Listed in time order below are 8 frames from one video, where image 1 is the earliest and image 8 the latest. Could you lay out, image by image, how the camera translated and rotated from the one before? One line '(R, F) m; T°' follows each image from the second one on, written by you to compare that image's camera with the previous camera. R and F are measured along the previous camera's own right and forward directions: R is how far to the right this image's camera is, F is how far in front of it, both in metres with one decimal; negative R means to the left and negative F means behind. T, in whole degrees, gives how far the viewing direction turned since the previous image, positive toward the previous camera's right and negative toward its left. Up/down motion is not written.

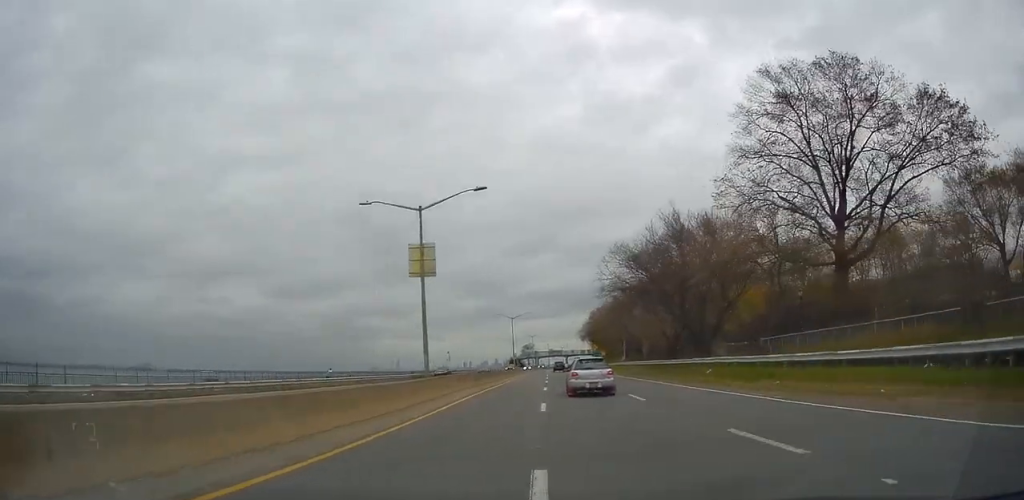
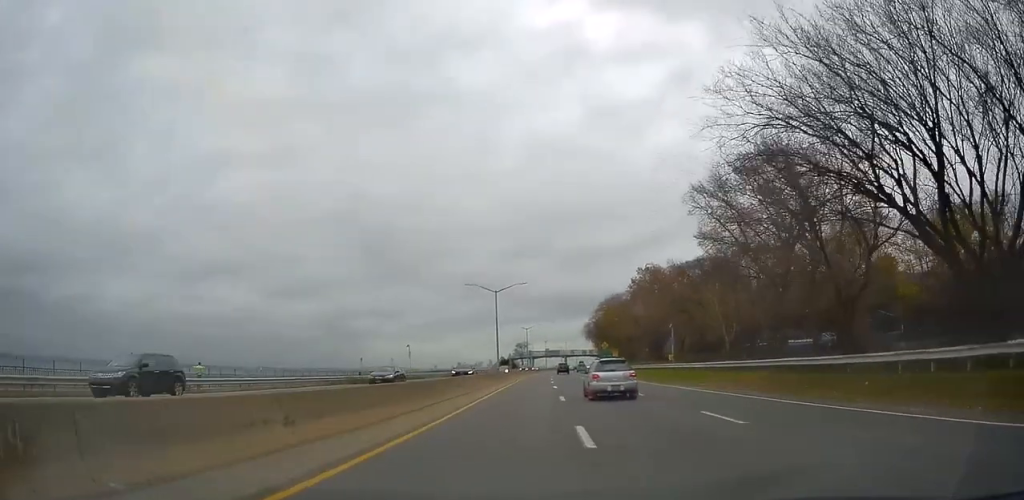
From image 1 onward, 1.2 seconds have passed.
(0.0, +32.1) m; +1°
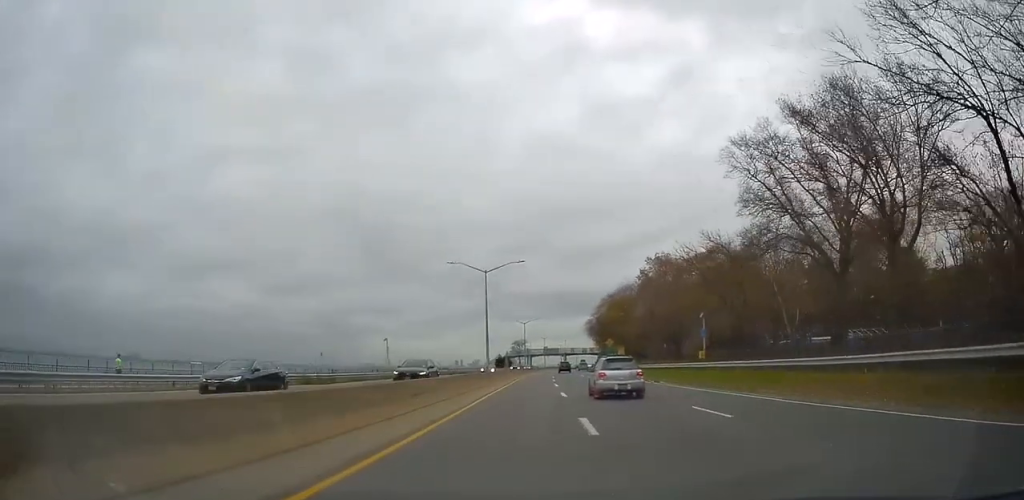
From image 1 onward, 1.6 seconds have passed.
(0.0, +10.8) m; 0°
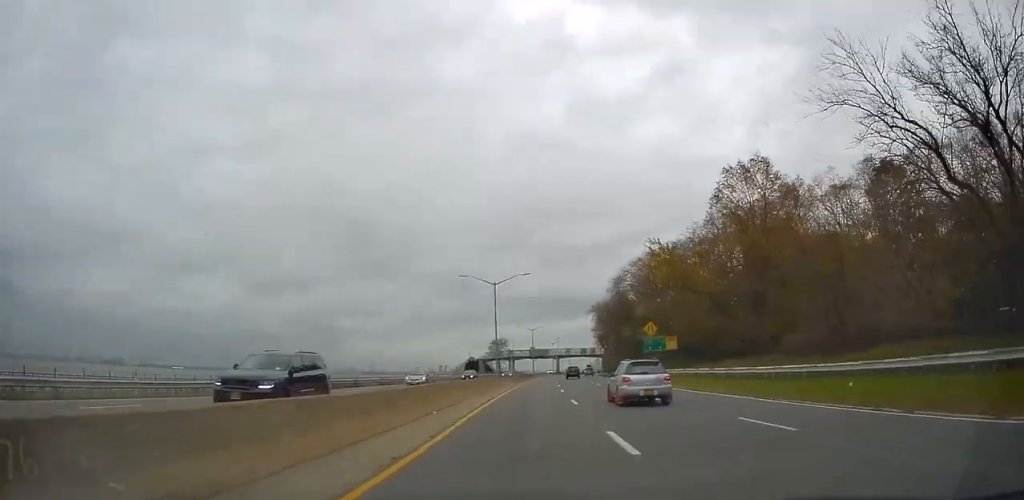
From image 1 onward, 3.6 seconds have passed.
(+0.7, +51.2) m; +1°
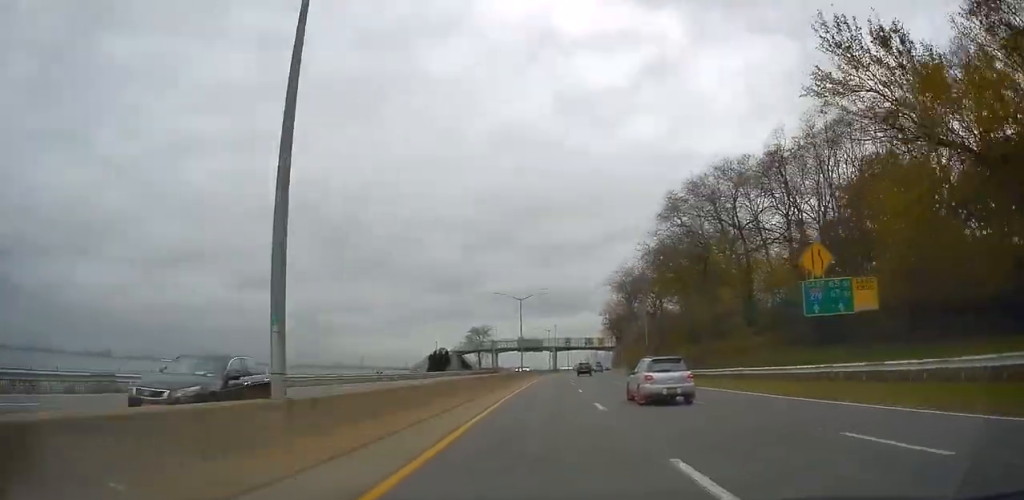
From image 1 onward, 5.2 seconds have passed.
(0.0, +41.1) m; +1°
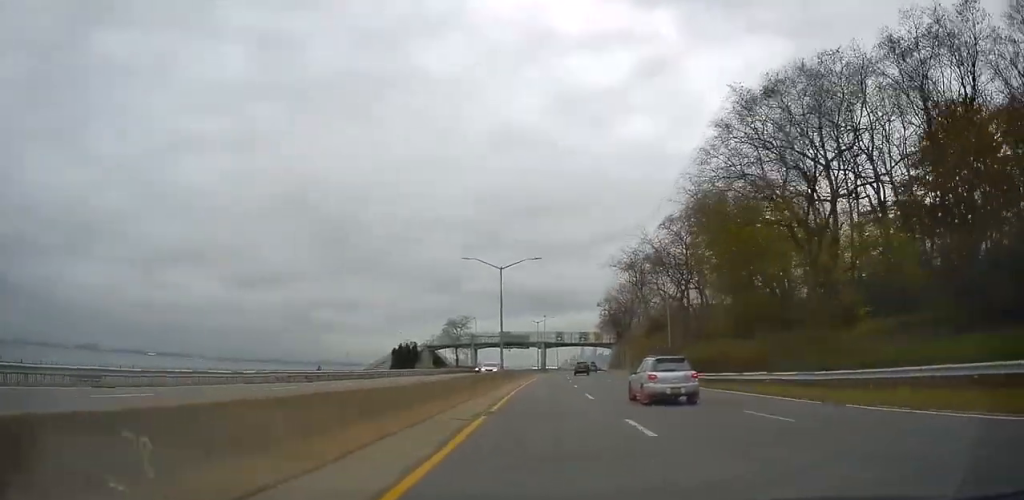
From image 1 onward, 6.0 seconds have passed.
(+0.2, +19.2) m; +1°
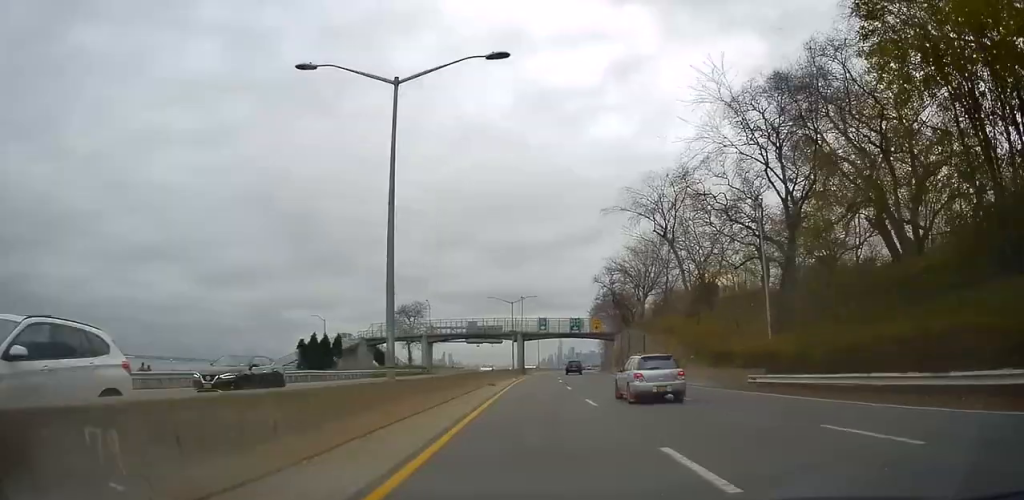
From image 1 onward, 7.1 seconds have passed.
(+0.3, +29.7) m; +1°
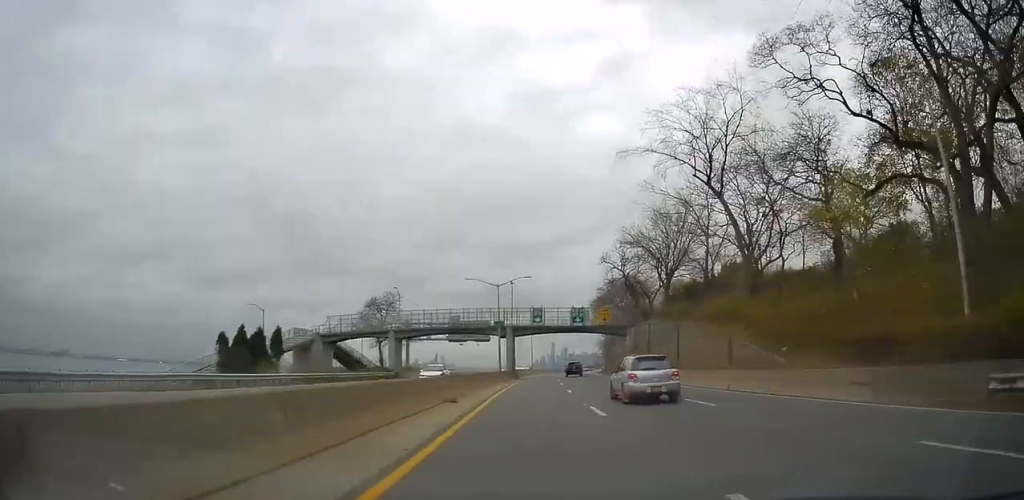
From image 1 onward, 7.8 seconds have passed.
(+0.1, +15.5) m; +1°
